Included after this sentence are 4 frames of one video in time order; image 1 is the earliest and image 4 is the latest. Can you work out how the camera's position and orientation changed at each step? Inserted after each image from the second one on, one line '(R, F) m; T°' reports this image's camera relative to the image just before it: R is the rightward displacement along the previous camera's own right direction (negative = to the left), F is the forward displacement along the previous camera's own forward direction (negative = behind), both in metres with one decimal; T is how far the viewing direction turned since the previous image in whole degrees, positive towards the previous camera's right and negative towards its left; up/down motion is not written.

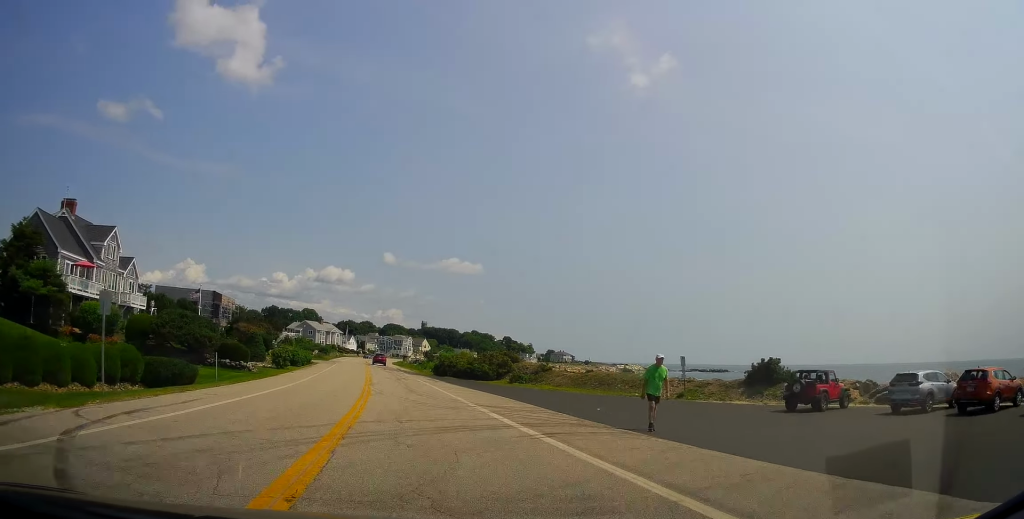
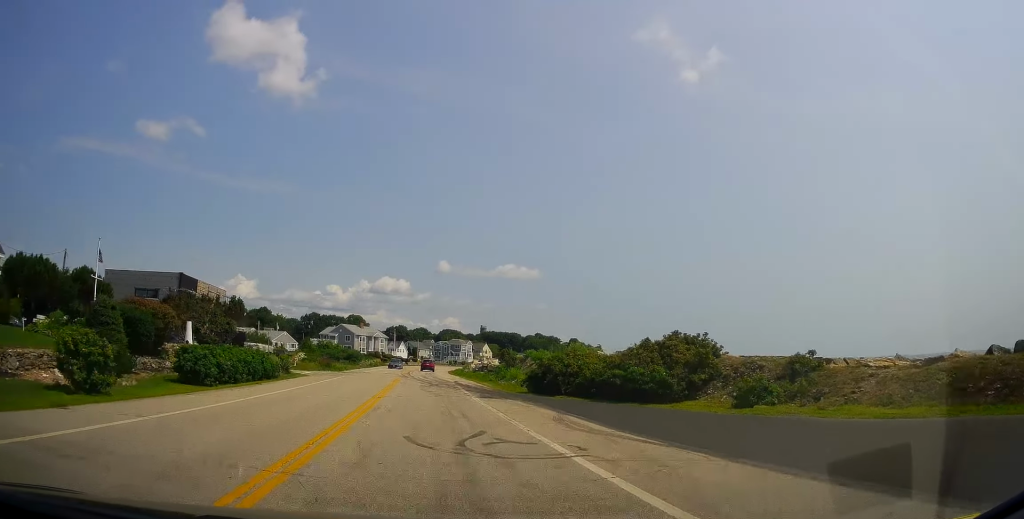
(-0.7, +32.4) m; -2°
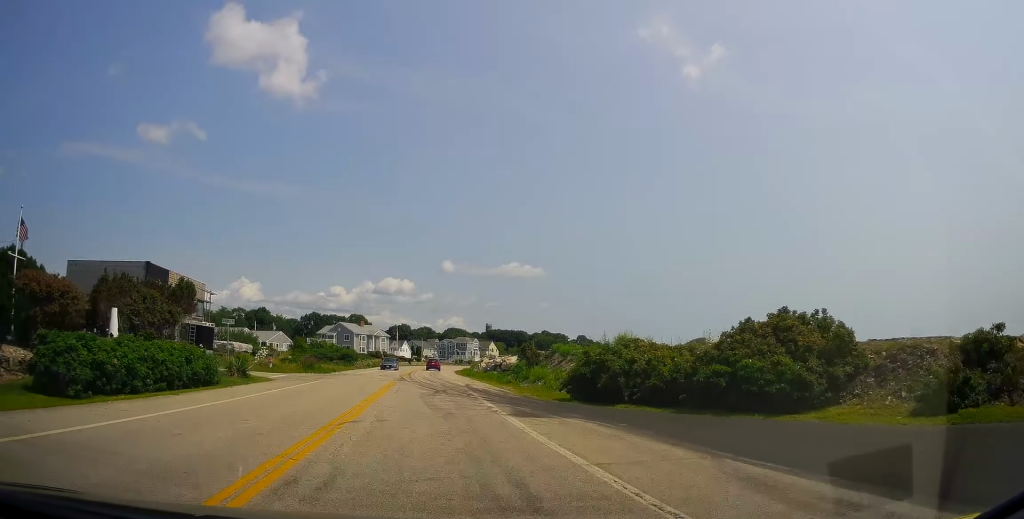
(+0.2, +9.1) m; -2°
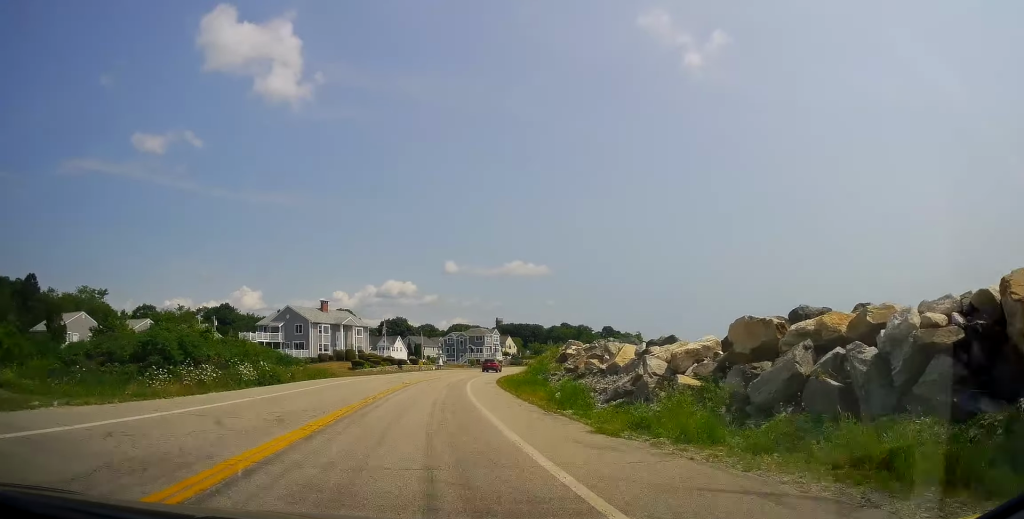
(-0.4, +53.6) m; +2°
